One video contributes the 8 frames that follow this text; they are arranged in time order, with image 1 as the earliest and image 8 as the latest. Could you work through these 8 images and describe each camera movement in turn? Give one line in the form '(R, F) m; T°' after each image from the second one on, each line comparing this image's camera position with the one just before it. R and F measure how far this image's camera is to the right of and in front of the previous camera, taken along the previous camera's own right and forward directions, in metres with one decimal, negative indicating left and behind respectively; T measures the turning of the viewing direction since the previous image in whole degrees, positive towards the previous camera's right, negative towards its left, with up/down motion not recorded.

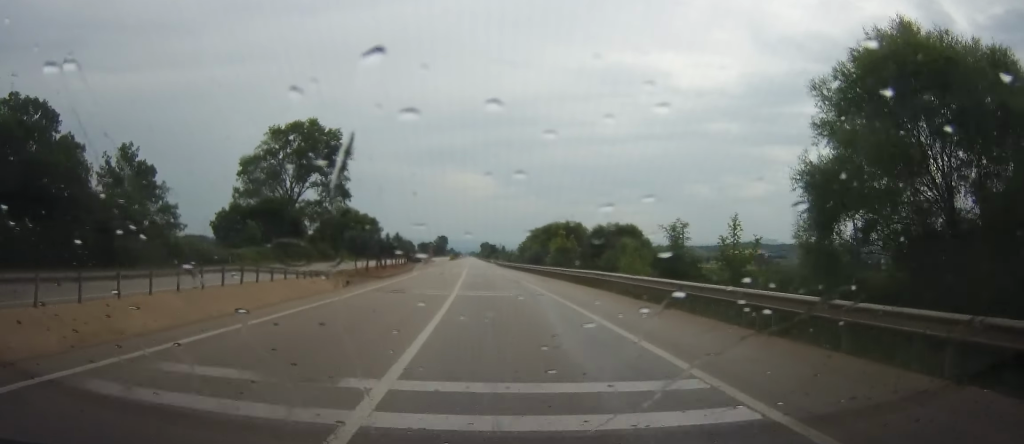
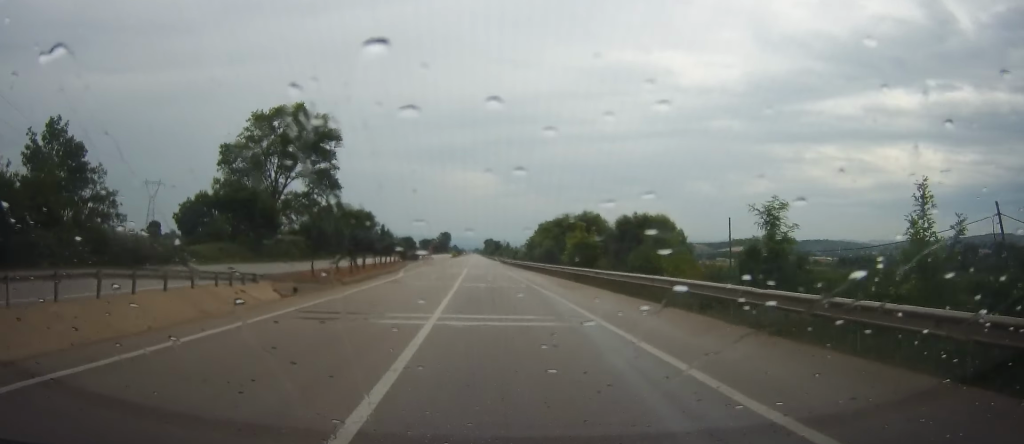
(0.0, +11.2) m; 0°
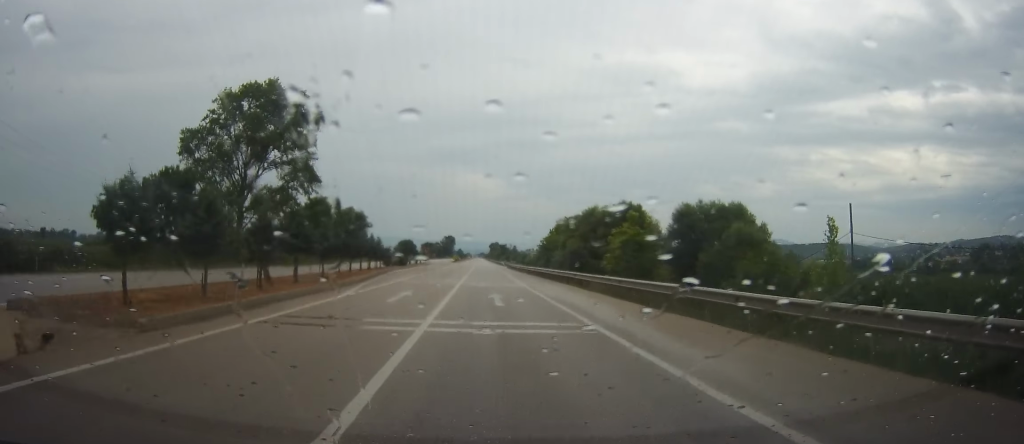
(+0.2, +17.3) m; 0°
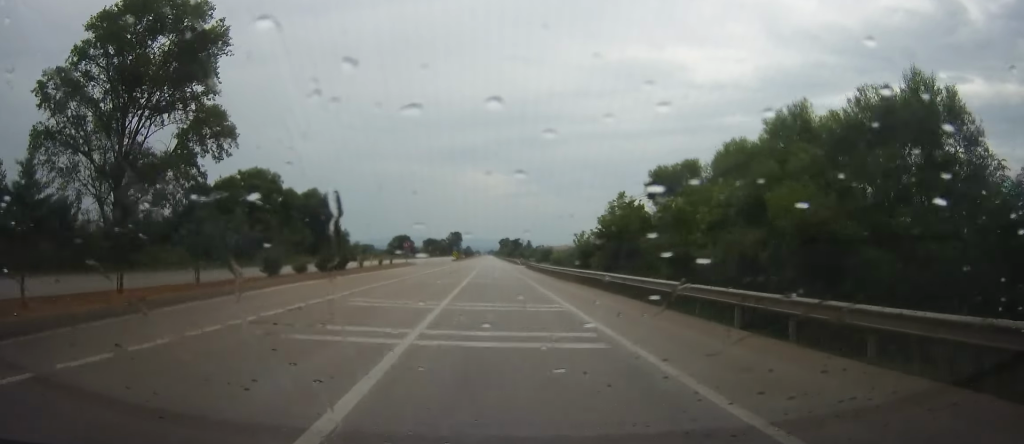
(-0.5, +36.0) m; -2°
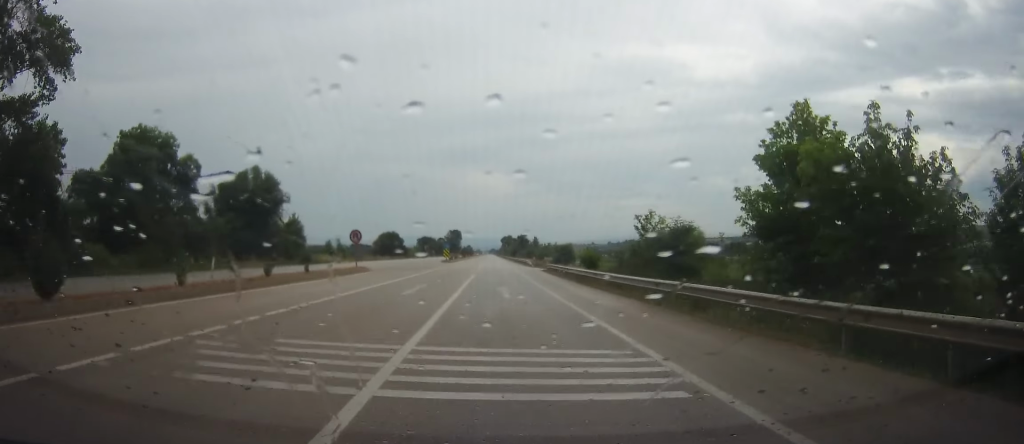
(-0.7, +27.7) m; -1°
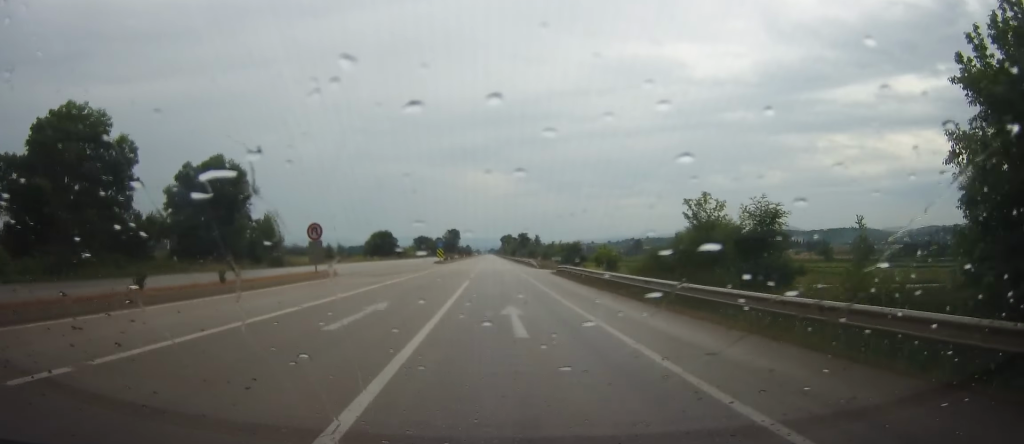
(+0.2, +10.1) m; 0°
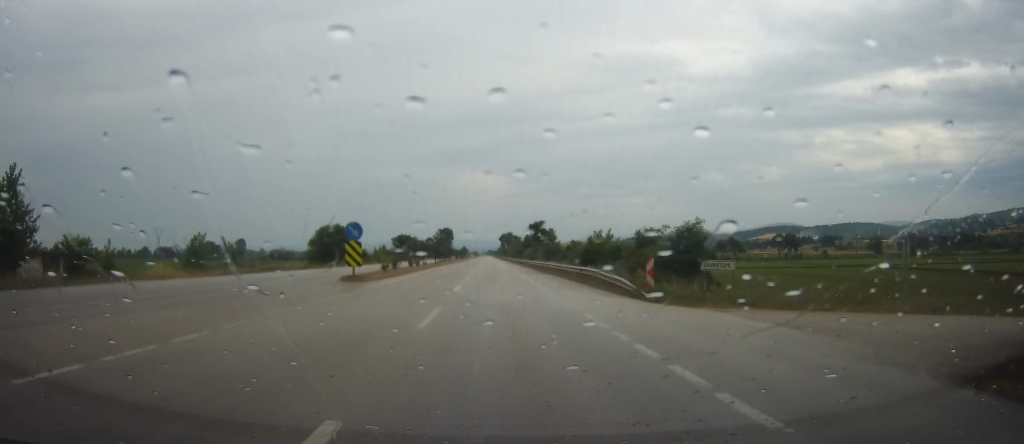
(-0.1, +51.1) m; +1°
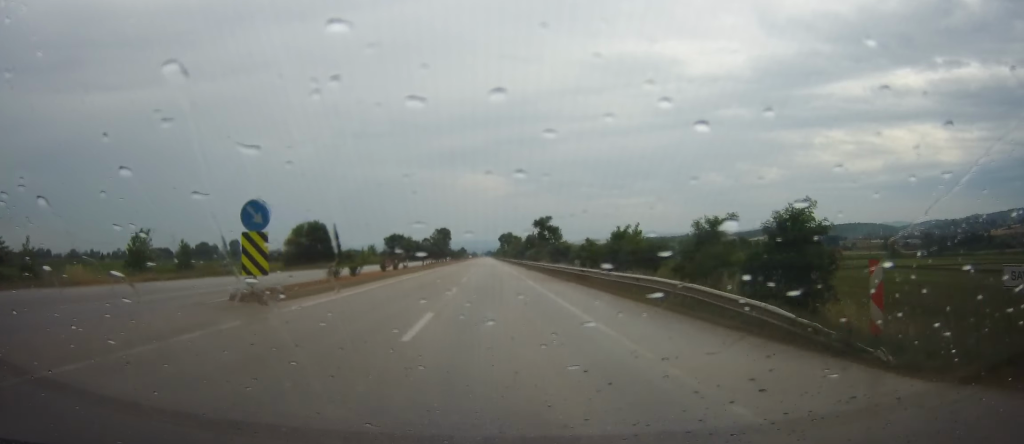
(+0.1, +13.2) m; 0°
